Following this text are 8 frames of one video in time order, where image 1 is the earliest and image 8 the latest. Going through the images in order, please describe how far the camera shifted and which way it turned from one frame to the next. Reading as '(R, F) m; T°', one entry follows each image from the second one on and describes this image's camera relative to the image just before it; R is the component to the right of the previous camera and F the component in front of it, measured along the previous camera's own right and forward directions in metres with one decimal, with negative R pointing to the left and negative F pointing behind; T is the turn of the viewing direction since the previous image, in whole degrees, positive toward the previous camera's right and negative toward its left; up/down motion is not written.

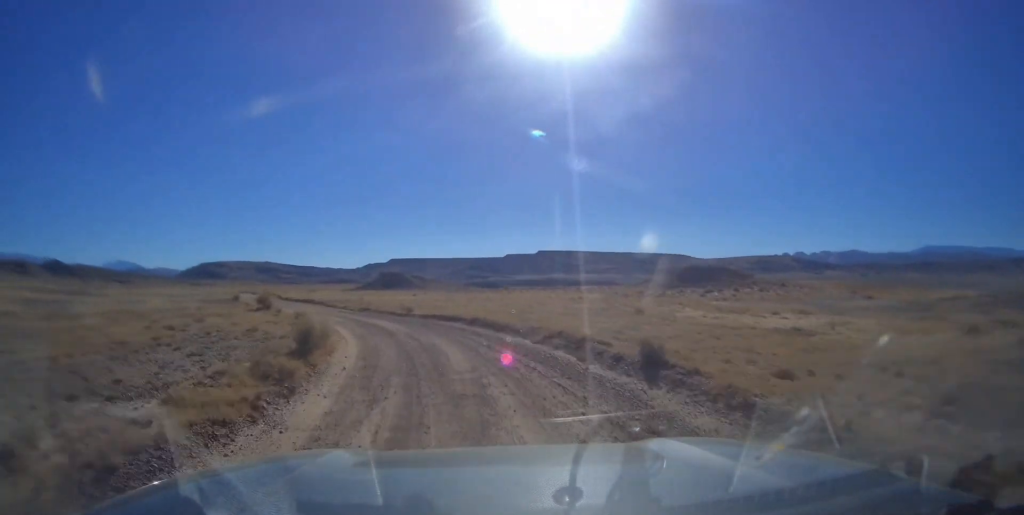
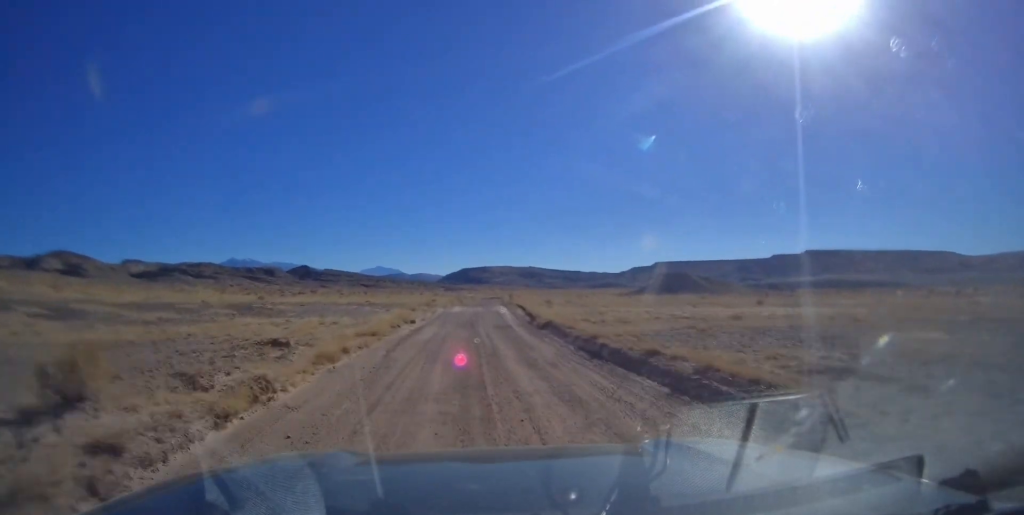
(-3.7, +51.4) m; -16°
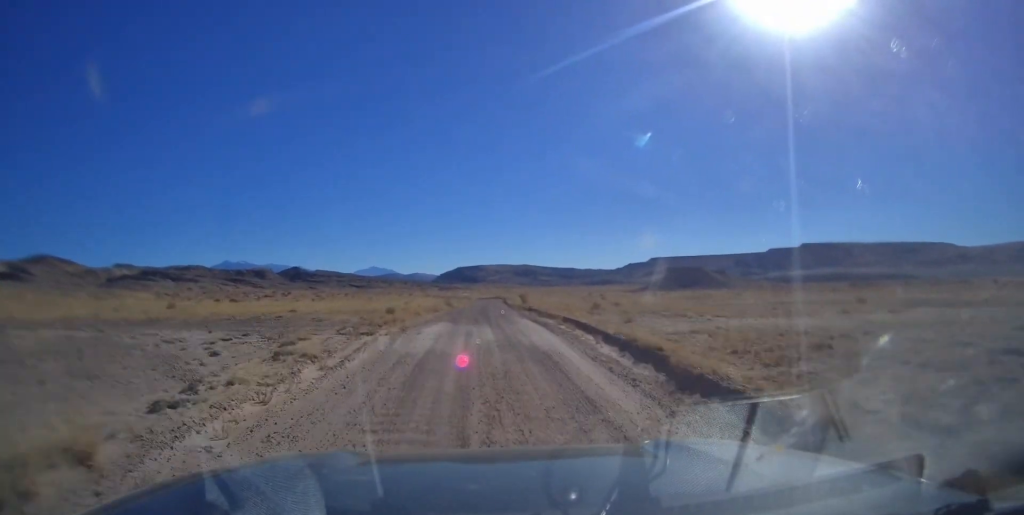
(-2.2, +23.9) m; -5°
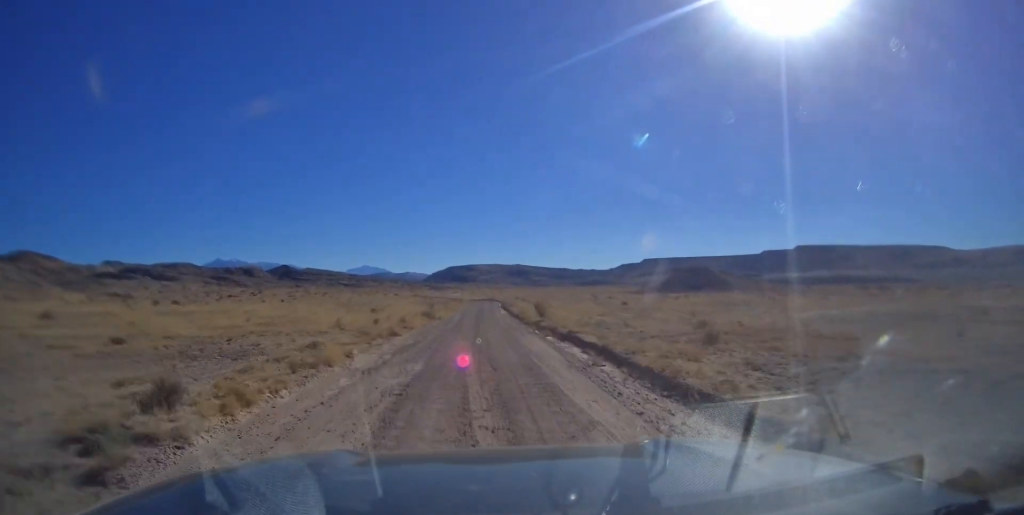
(-0.9, +17.2) m; -2°
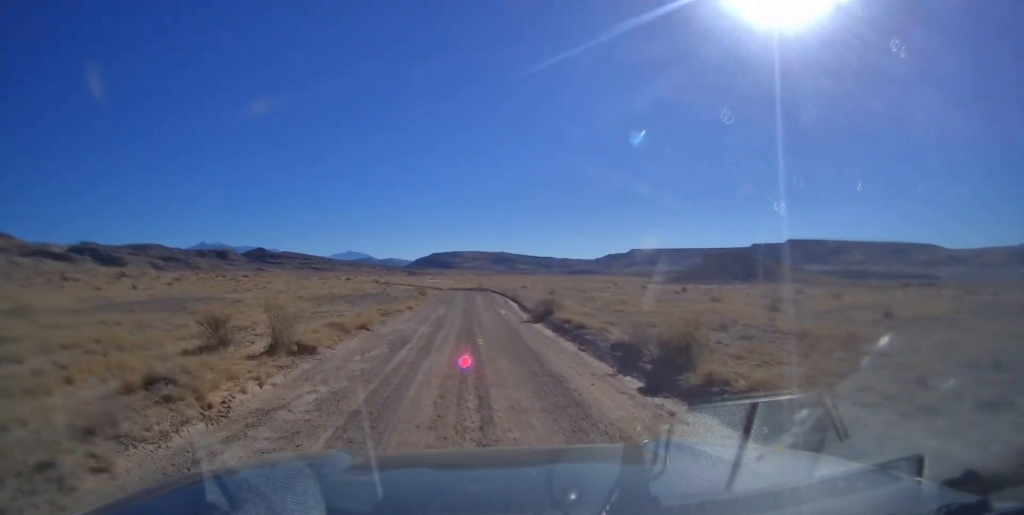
(+0.6, +54.7) m; +1°
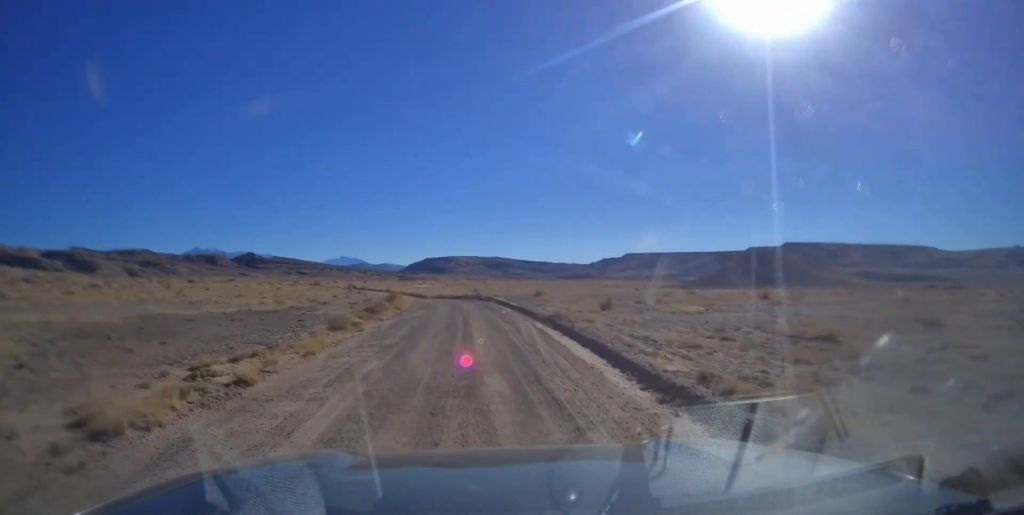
(+0.3, +25.1) m; 0°
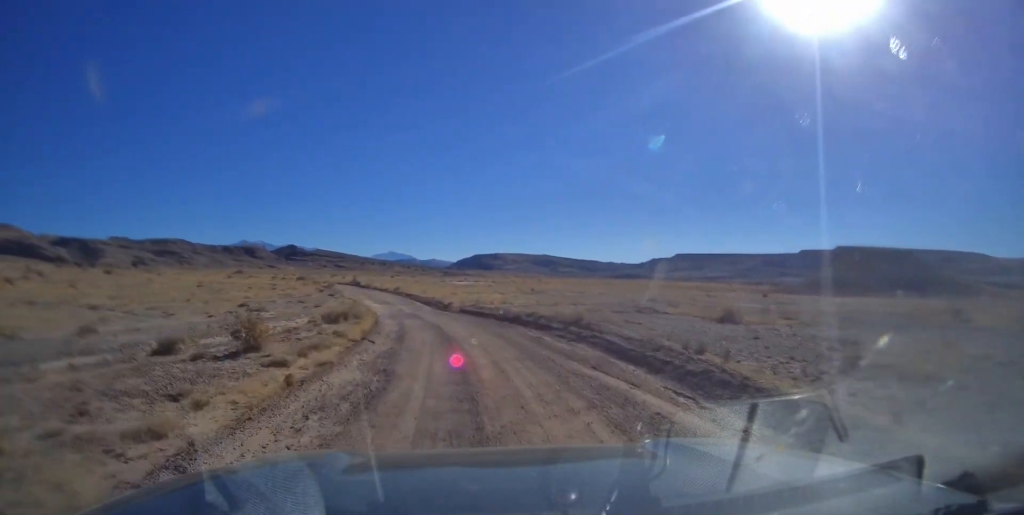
(-0.7, +41.8) m; -3°
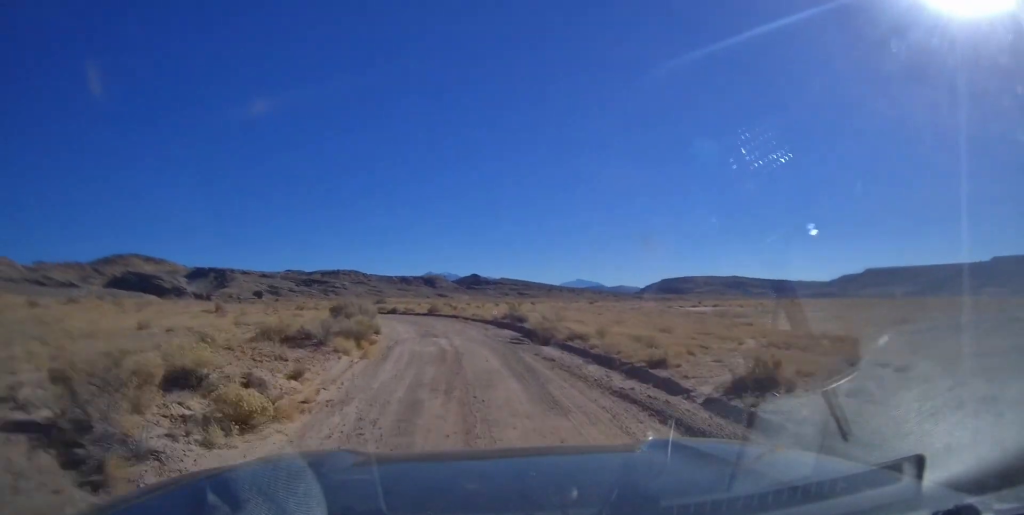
(-5.1, +59.9) m; -12°
